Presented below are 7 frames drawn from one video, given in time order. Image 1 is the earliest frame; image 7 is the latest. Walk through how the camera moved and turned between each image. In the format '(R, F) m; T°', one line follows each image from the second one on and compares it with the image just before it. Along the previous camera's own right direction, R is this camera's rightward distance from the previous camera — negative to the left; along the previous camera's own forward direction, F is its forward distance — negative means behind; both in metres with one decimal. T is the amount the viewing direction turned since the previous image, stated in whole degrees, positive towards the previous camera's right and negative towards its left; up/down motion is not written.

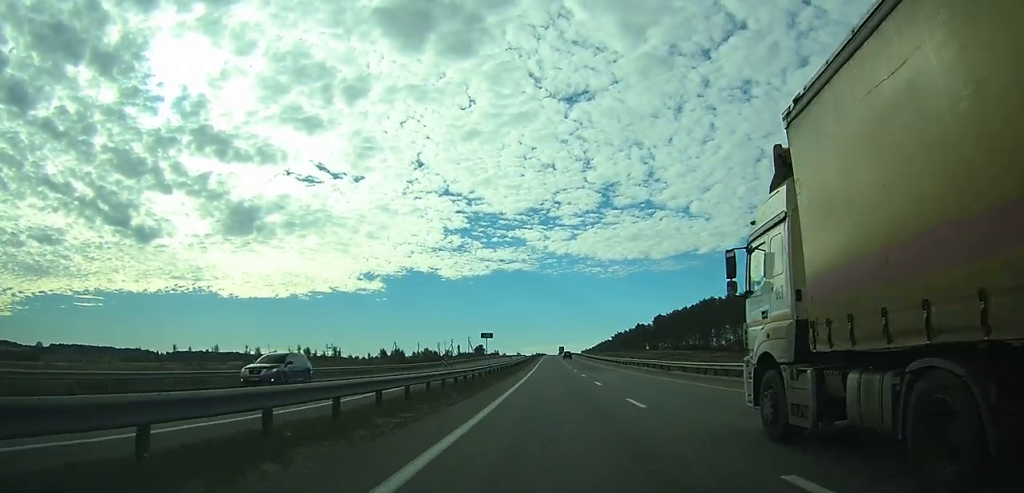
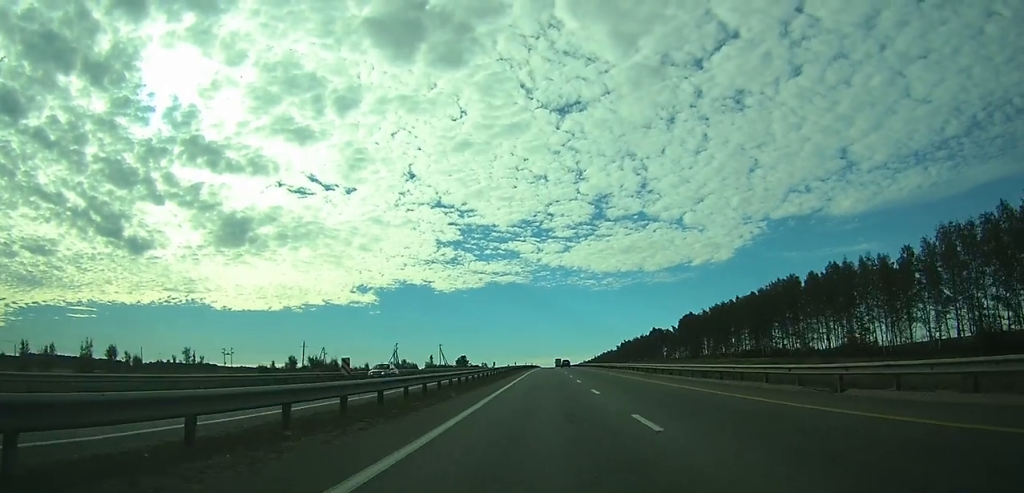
(+0.3, +89.9) m; 0°
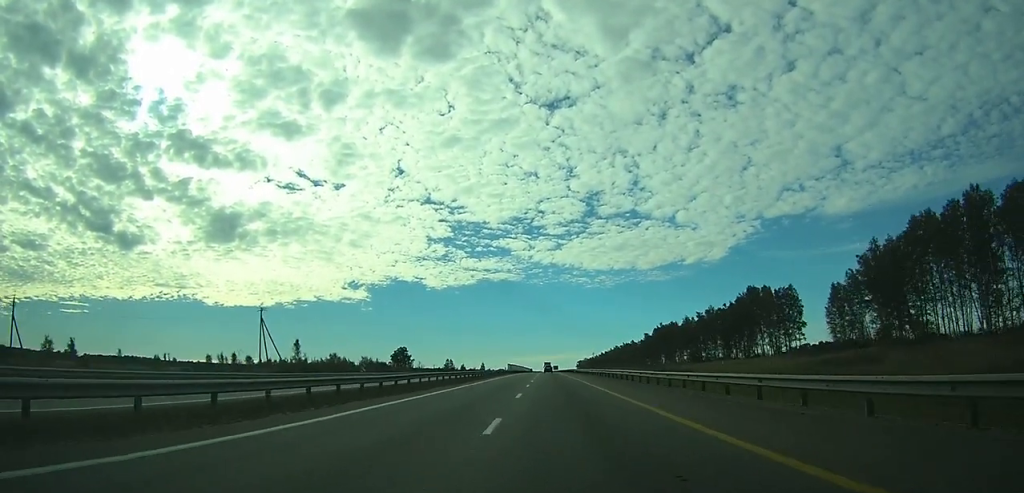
(+1.6, +195.0) m; 0°
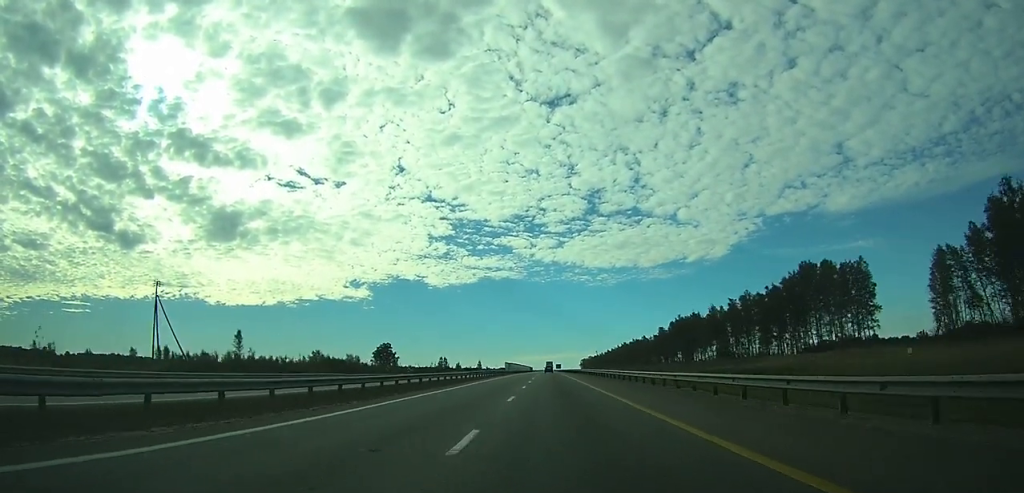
(-0.1, +38.5) m; 0°
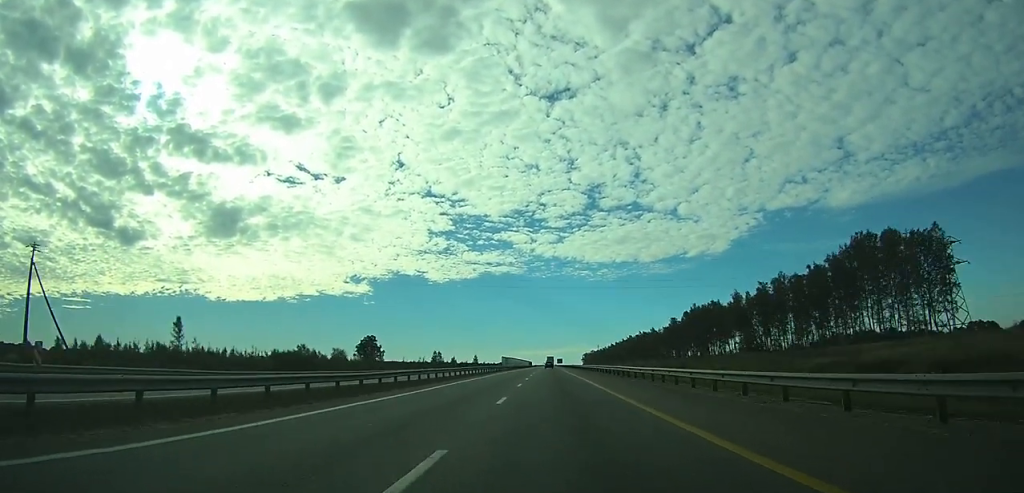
(-0.1, +27.3) m; 0°
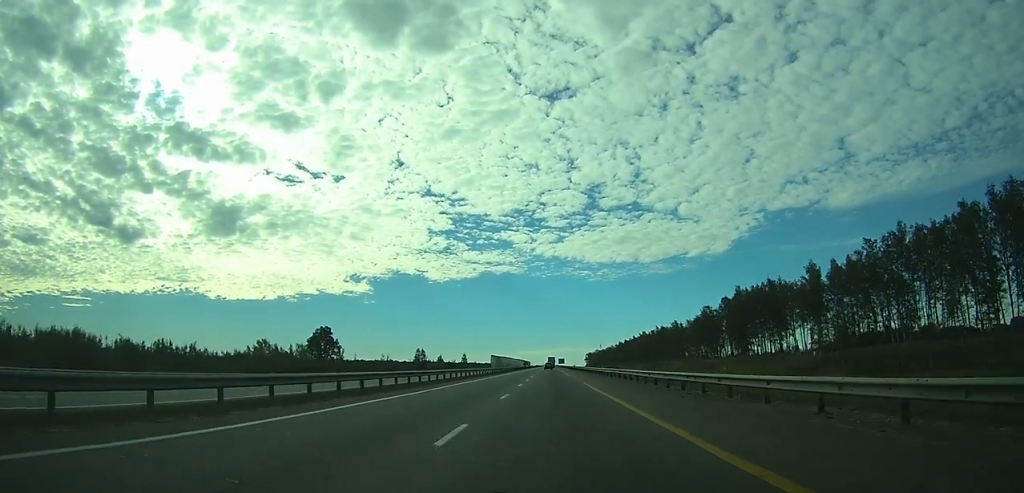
(0.0, +56.6) m; 0°
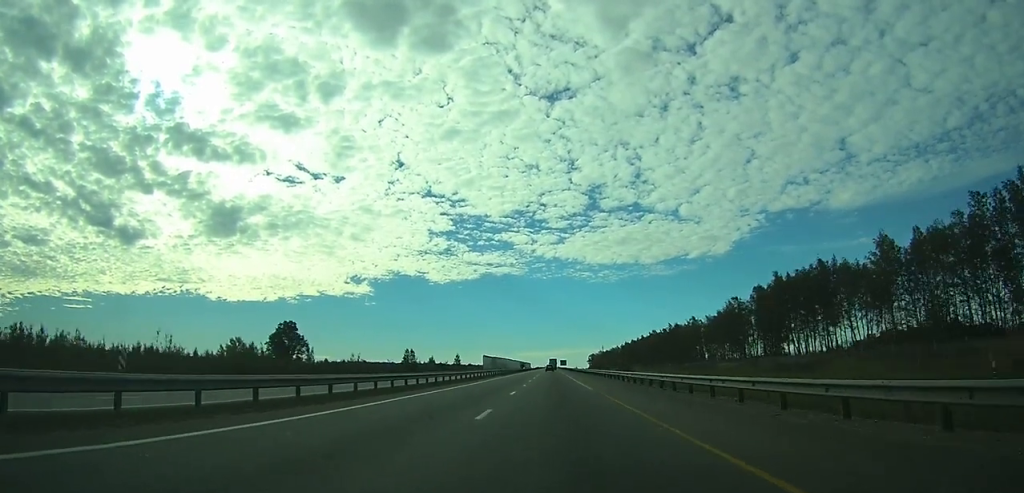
(0.0, +31.2) m; 0°
